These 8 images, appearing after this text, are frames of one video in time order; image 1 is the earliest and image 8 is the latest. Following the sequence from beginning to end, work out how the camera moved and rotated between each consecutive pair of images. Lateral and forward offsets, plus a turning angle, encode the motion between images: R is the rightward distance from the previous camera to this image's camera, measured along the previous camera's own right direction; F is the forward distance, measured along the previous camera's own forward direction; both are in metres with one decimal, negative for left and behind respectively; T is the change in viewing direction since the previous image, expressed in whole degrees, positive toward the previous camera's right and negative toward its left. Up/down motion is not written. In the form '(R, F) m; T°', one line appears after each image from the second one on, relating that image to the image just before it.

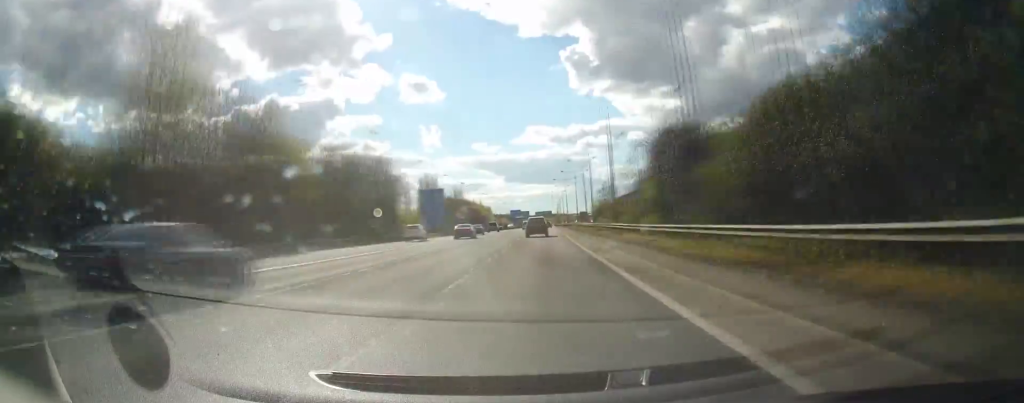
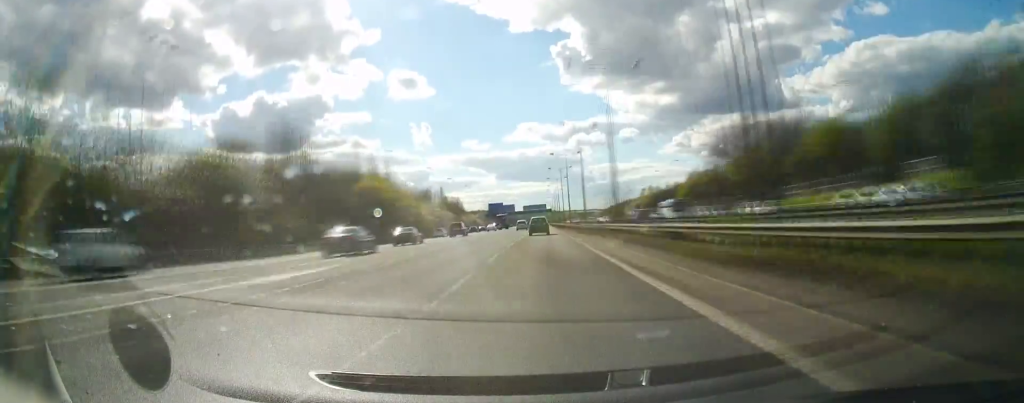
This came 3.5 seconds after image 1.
(+1.1, +121.5) m; +1°
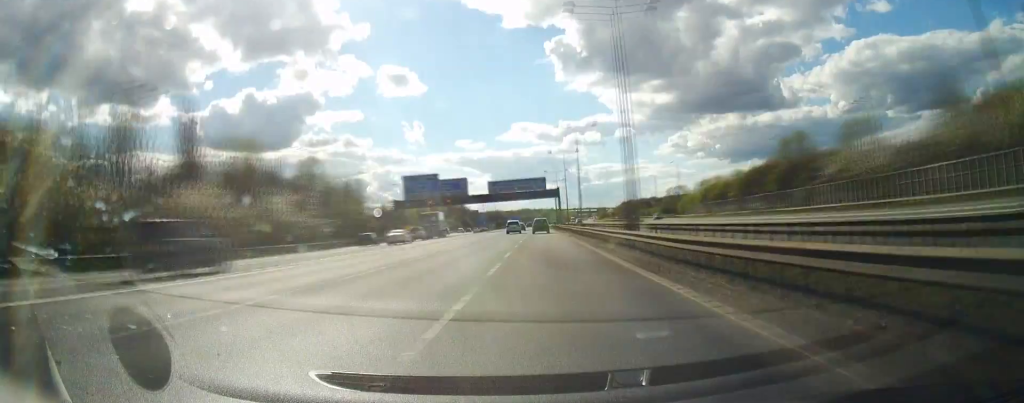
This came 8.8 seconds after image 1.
(+1.6, +188.3) m; +1°
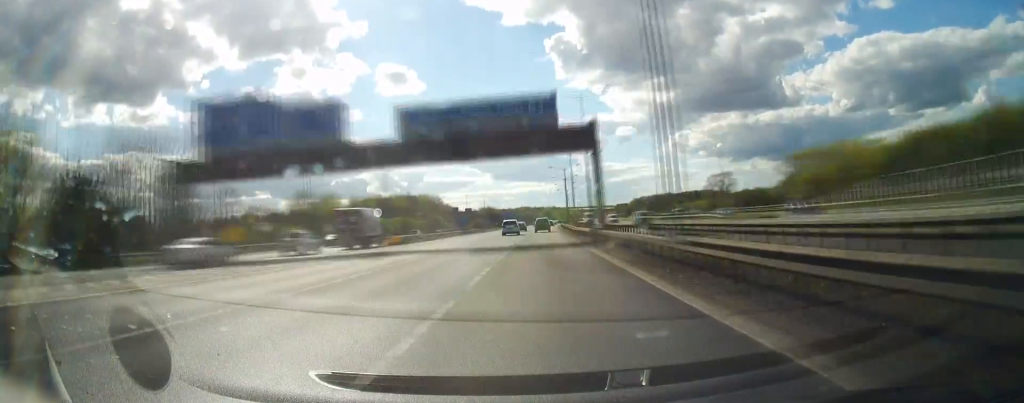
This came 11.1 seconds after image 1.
(+0.2, +80.5) m; 0°
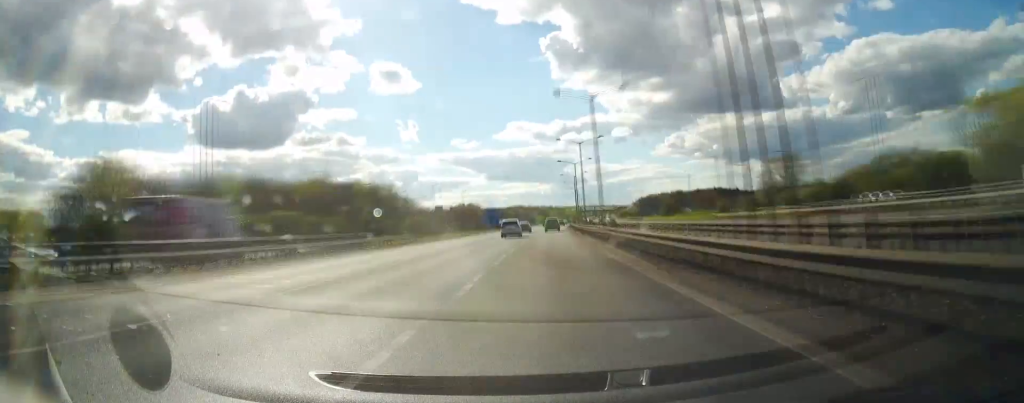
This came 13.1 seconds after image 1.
(-0.1, +71.3) m; +1°
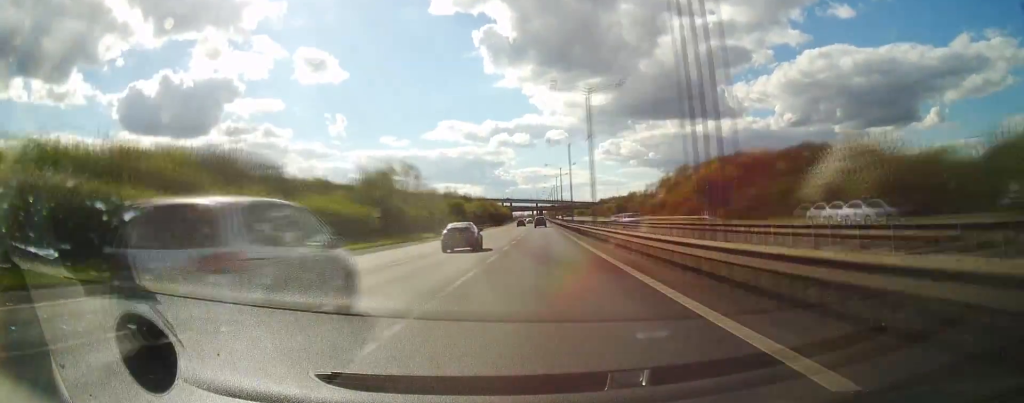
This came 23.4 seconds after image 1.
(+18.6, +367.2) m; +5°
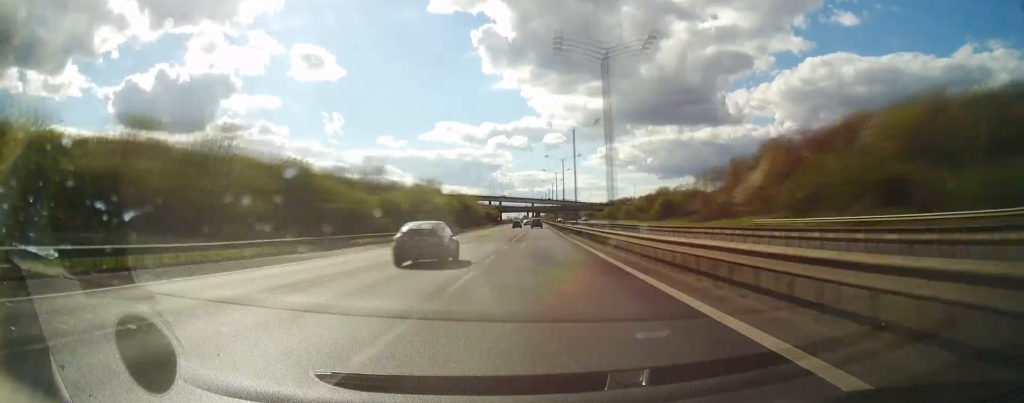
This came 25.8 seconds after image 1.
(+0.3, +85.3) m; 0°
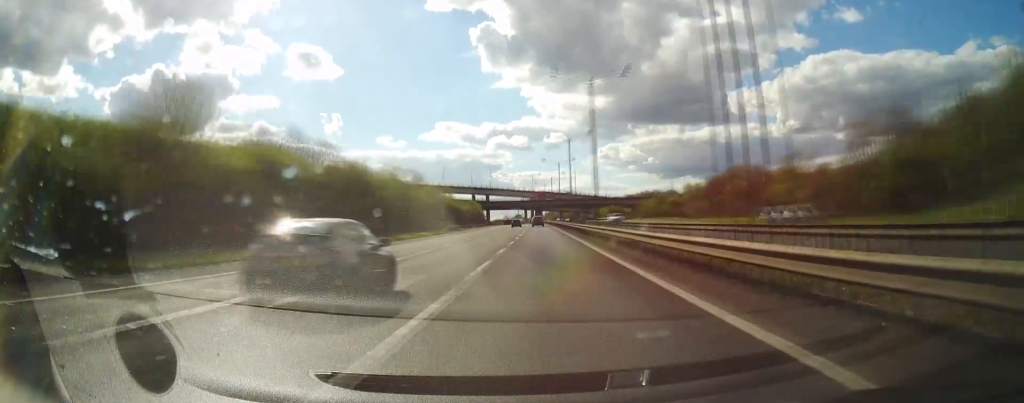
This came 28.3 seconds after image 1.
(+0.4, +88.8) m; 0°
